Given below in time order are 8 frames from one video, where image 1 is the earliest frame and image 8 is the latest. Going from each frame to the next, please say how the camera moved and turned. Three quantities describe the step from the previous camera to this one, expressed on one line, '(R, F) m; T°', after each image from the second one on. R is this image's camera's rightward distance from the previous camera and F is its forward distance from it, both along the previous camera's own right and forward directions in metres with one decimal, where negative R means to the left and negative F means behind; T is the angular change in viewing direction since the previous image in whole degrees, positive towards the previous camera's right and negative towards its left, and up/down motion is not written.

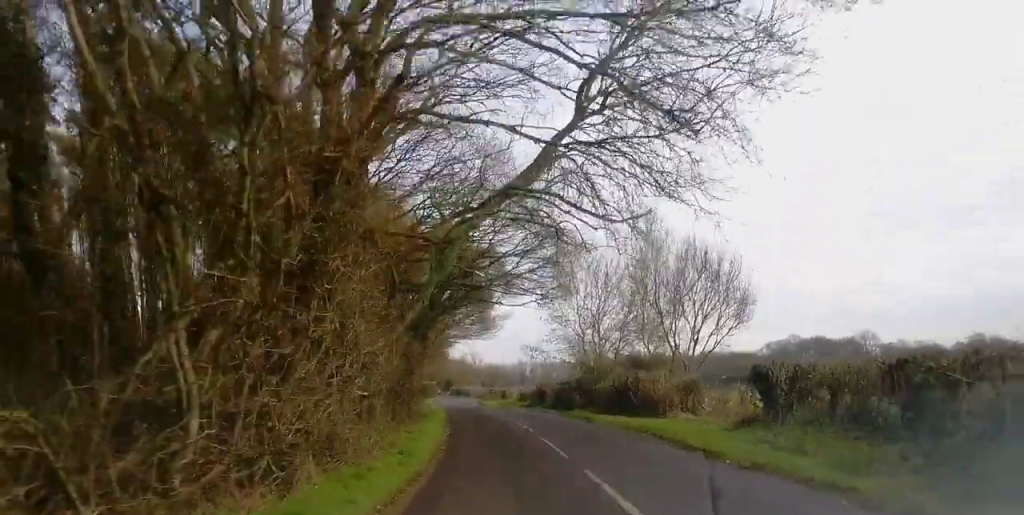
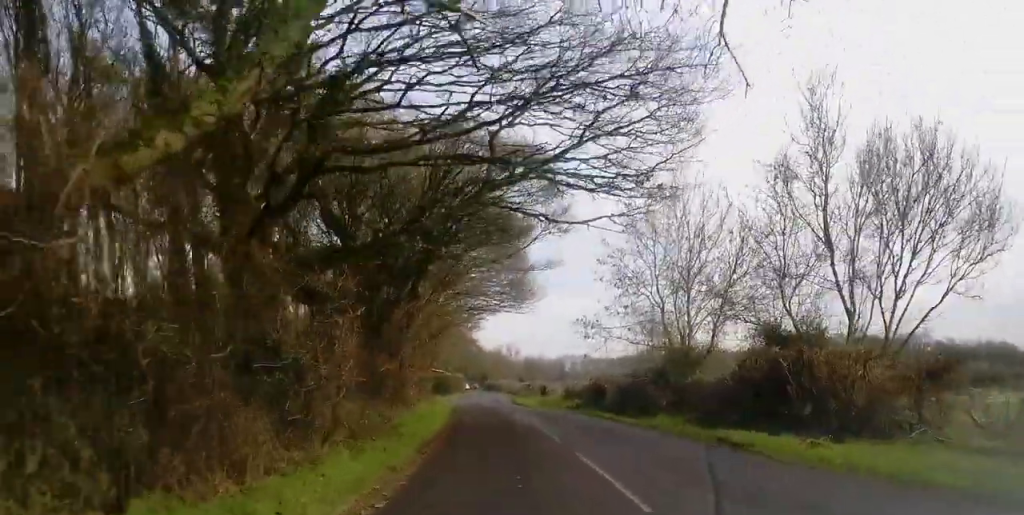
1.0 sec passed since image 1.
(-0.1, +16.7) m; -2°
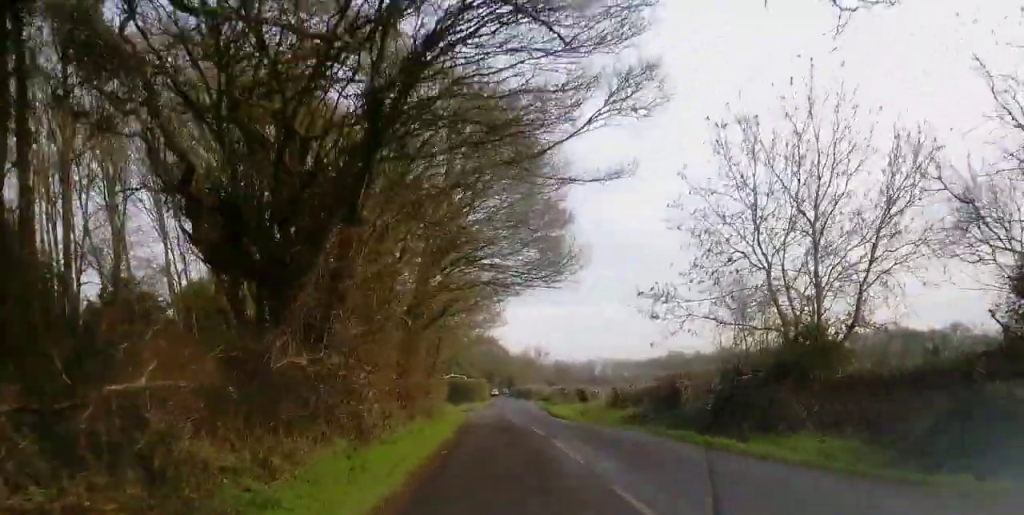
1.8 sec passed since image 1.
(-0.2, +12.3) m; -1°
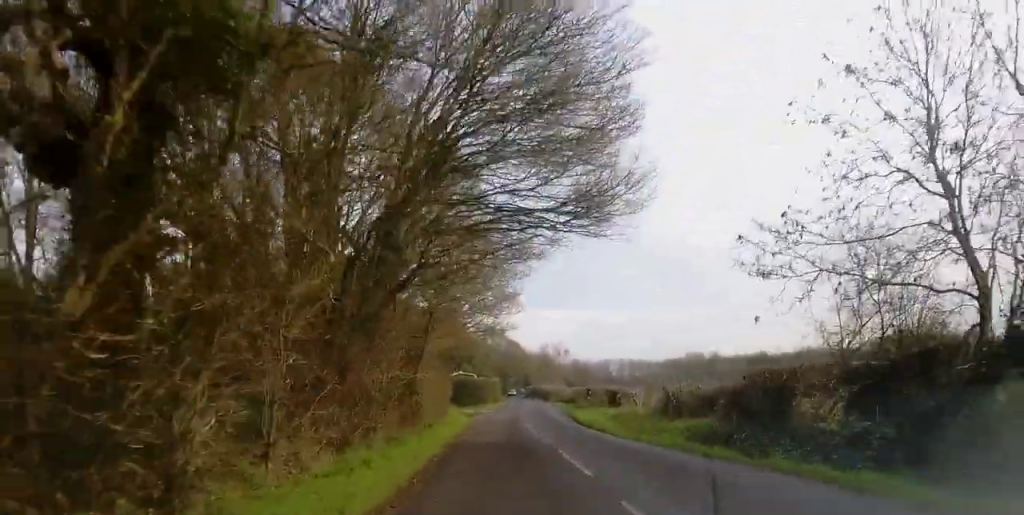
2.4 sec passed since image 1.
(-0.2, +9.9) m; 0°
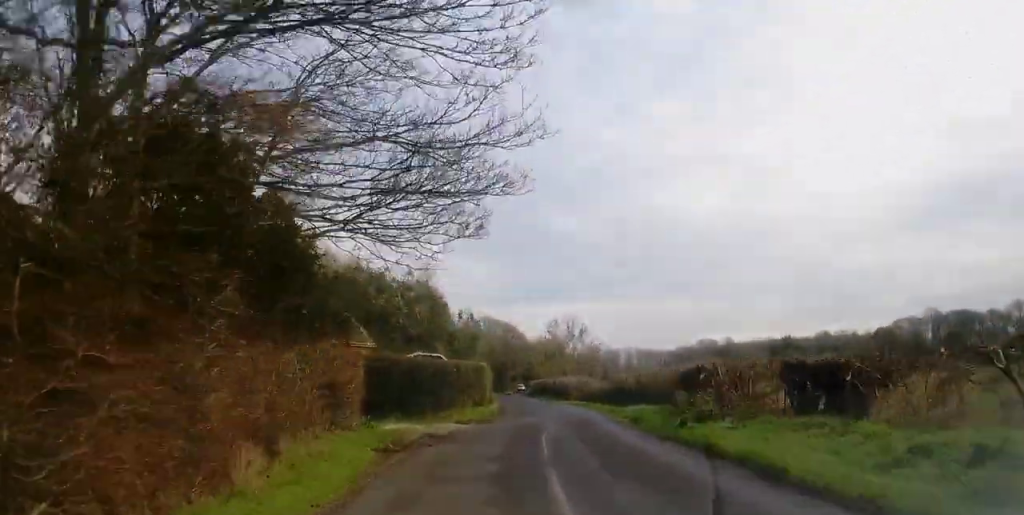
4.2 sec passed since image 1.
(+0.6, +32.2) m; +1°
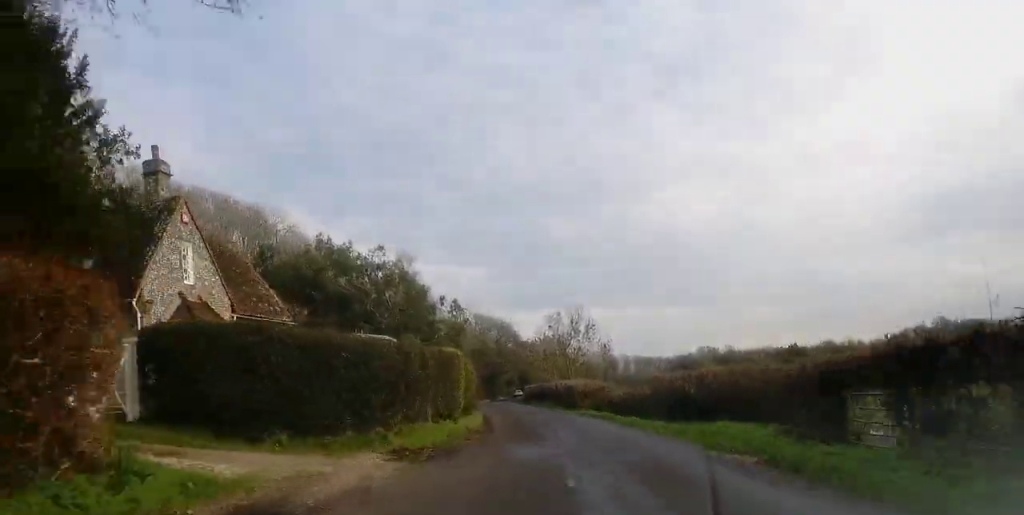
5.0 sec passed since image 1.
(0.0, +14.3) m; -3°
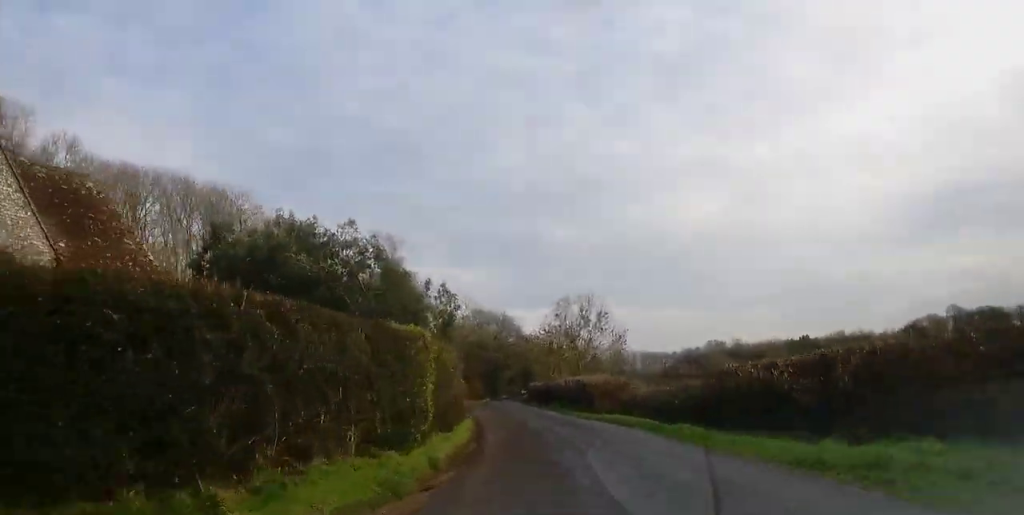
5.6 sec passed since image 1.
(-0.1, +10.1) m; -2°
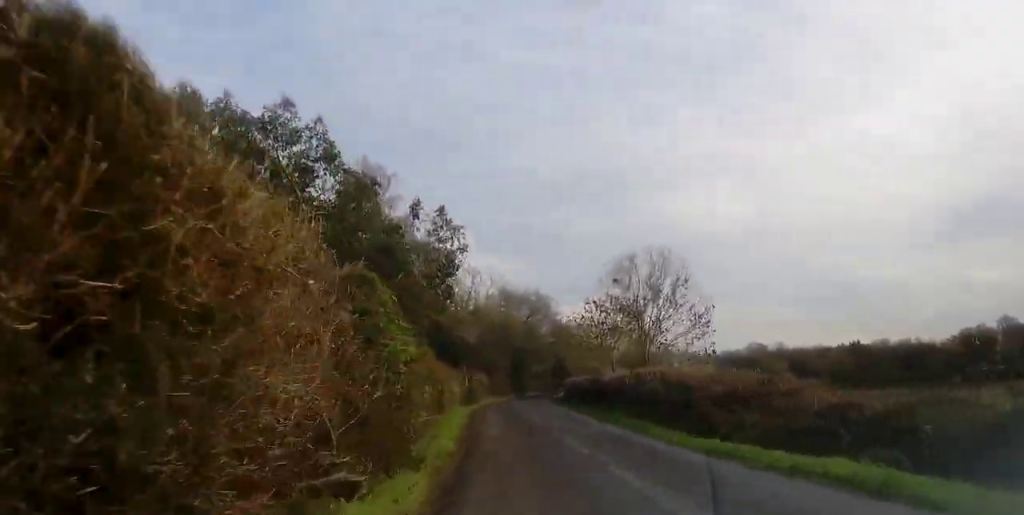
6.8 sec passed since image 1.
(-1.0, +20.5) m; -3°
